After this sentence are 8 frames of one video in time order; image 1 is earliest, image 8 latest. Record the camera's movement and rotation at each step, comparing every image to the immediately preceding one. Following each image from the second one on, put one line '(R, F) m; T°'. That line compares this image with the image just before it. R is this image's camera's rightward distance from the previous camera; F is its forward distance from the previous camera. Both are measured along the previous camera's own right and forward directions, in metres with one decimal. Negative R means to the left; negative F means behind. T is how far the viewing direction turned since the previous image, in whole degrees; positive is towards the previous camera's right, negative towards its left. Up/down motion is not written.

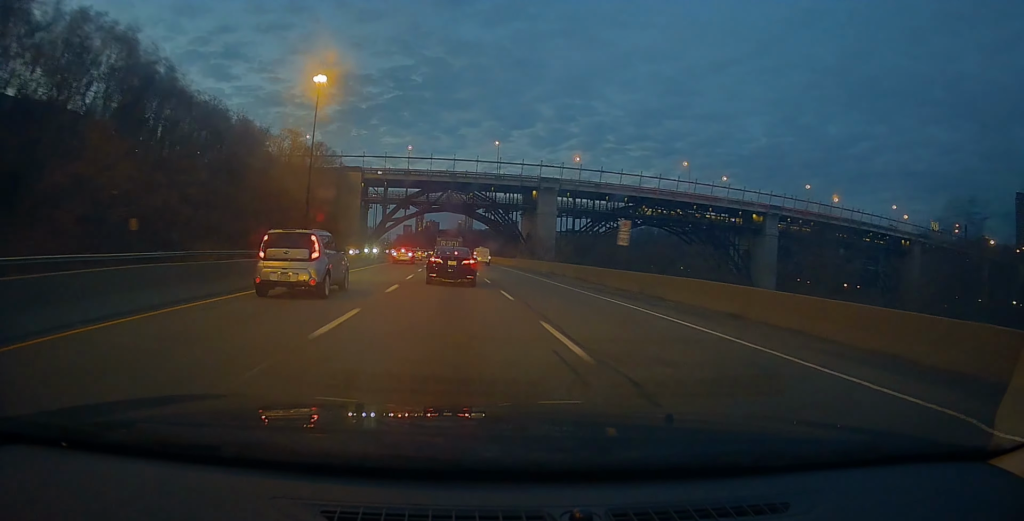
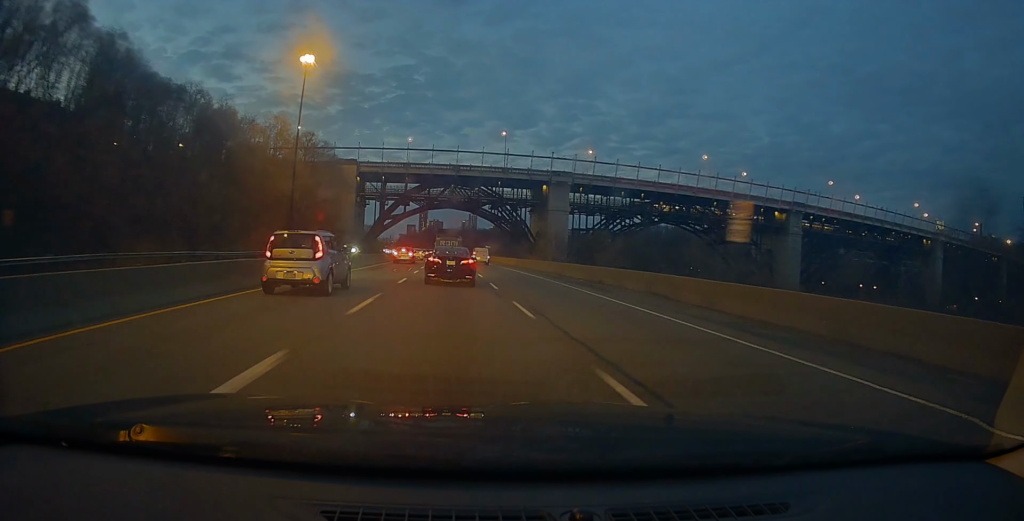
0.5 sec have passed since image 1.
(0.0, +13.4) m; 0°
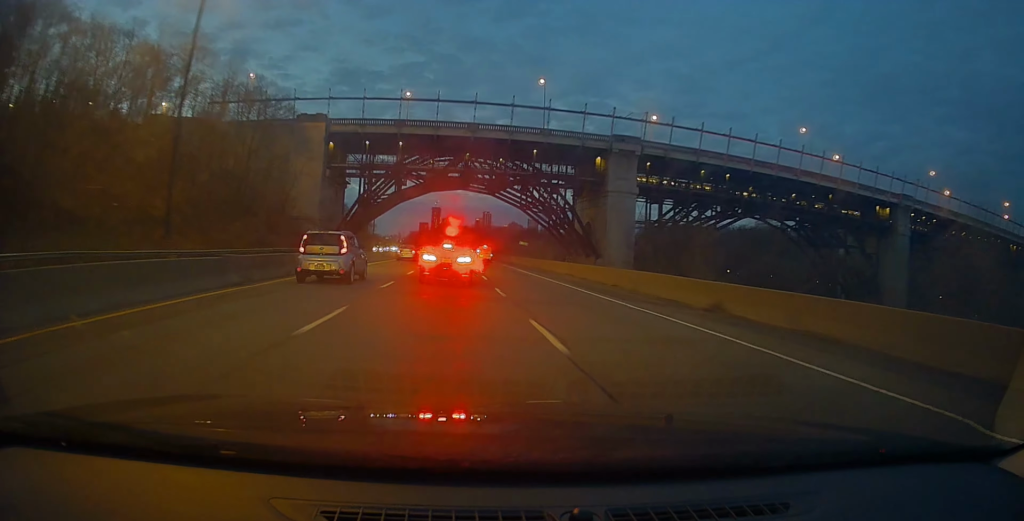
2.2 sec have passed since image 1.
(-0.5, +49.2) m; -1°
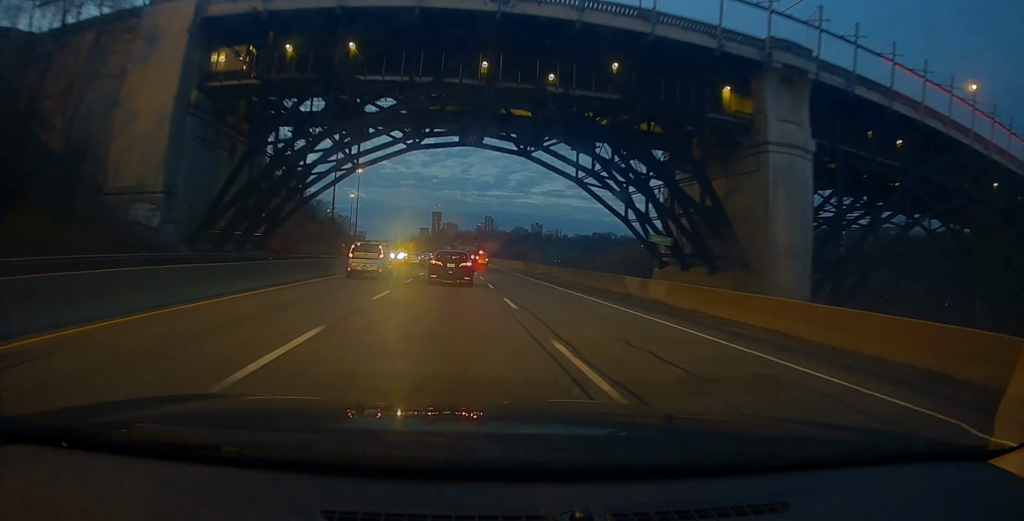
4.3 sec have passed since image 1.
(-1.2, +56.9) m; -1°
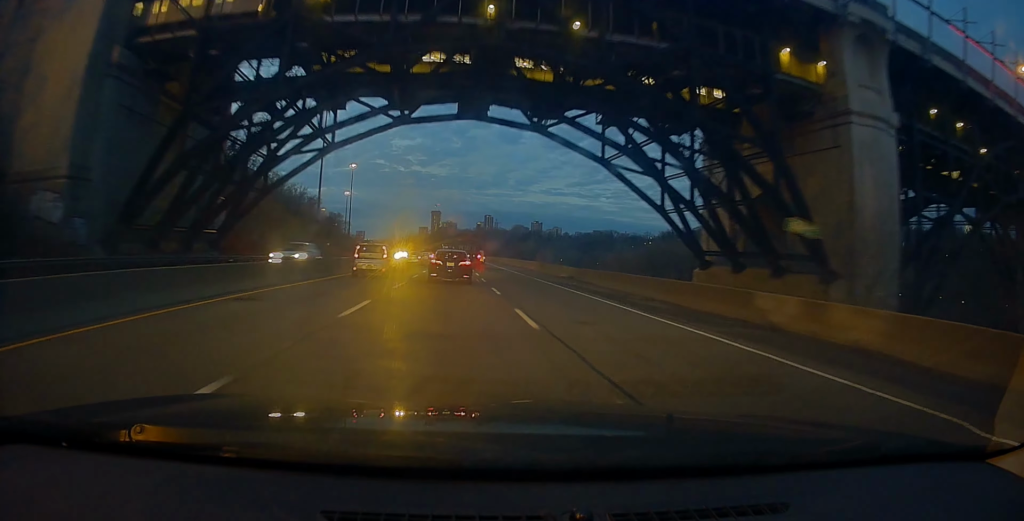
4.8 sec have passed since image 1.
(+0.4, +12.8) m; 0°
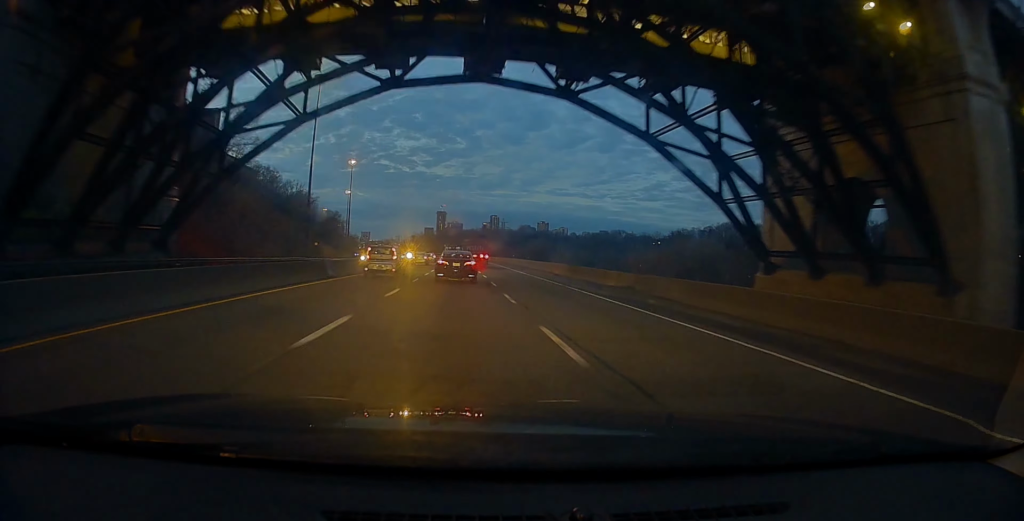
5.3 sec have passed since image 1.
(0.0, +11.9) m; 0°
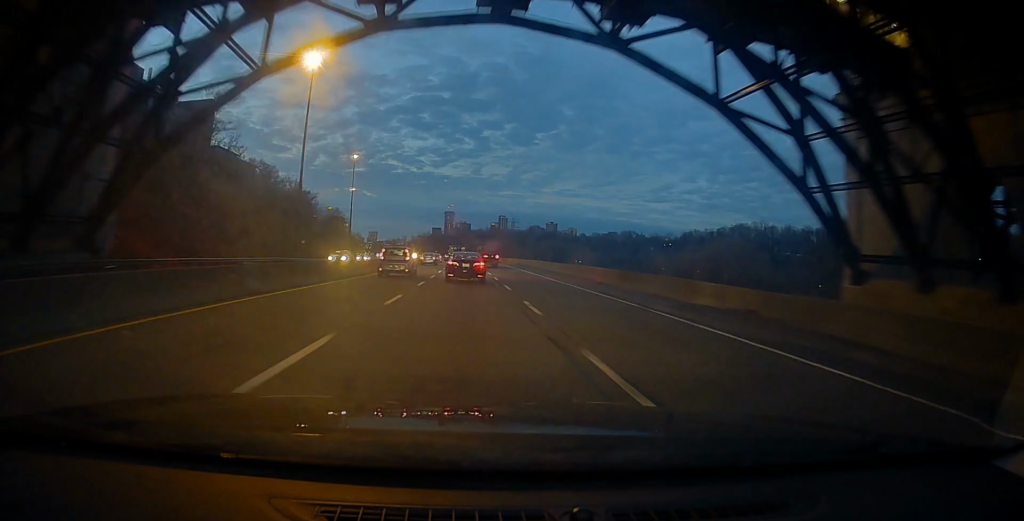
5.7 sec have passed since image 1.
(-0.2, +11.1) m; -1°
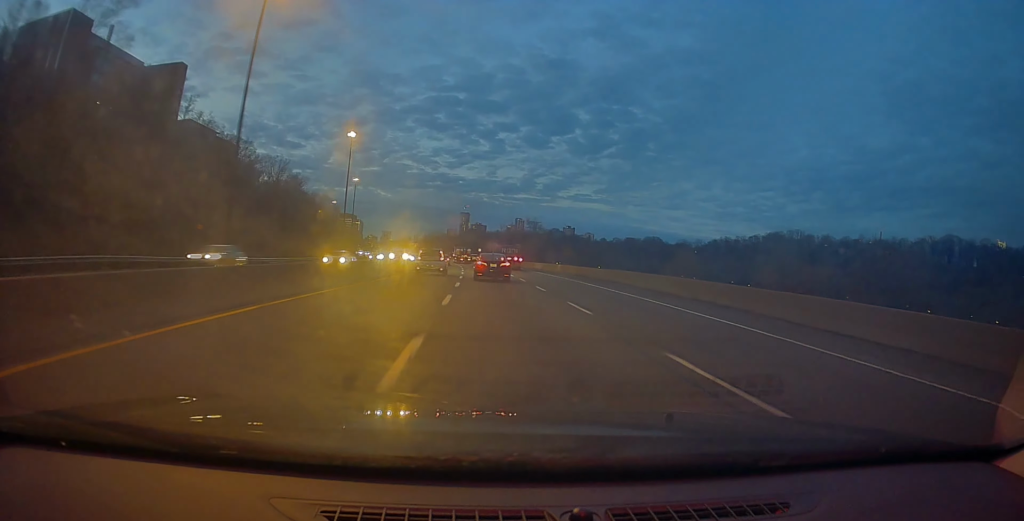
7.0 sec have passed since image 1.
(-0.3, +34.2) m; -2°
